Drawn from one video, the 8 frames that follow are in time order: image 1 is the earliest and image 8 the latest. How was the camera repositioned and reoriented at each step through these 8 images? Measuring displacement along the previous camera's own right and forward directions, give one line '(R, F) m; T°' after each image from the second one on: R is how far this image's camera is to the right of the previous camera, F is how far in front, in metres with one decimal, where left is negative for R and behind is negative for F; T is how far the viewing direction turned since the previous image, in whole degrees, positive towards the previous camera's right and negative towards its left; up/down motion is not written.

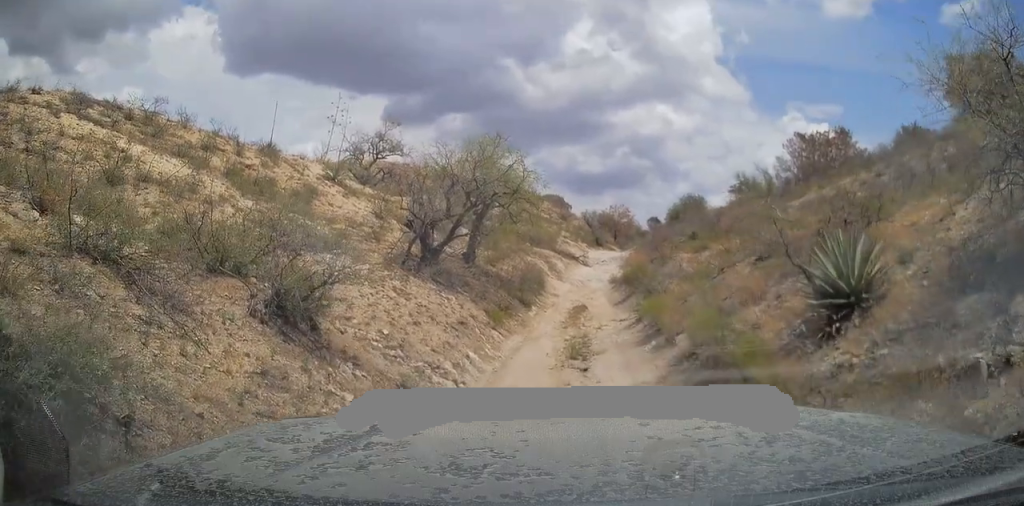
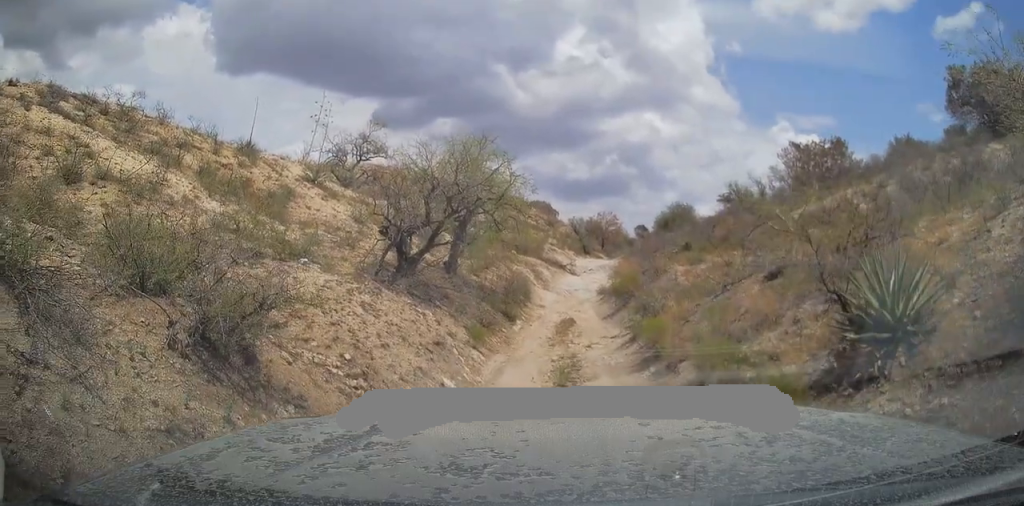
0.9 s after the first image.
(+0.1, +1.1) m; 0°
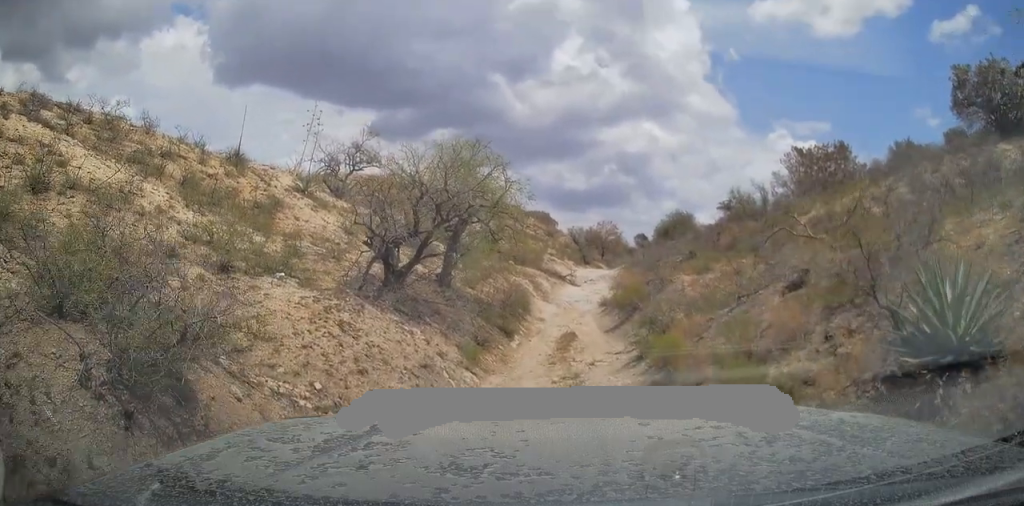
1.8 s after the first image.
(-0.1, +1.2) m; -6°
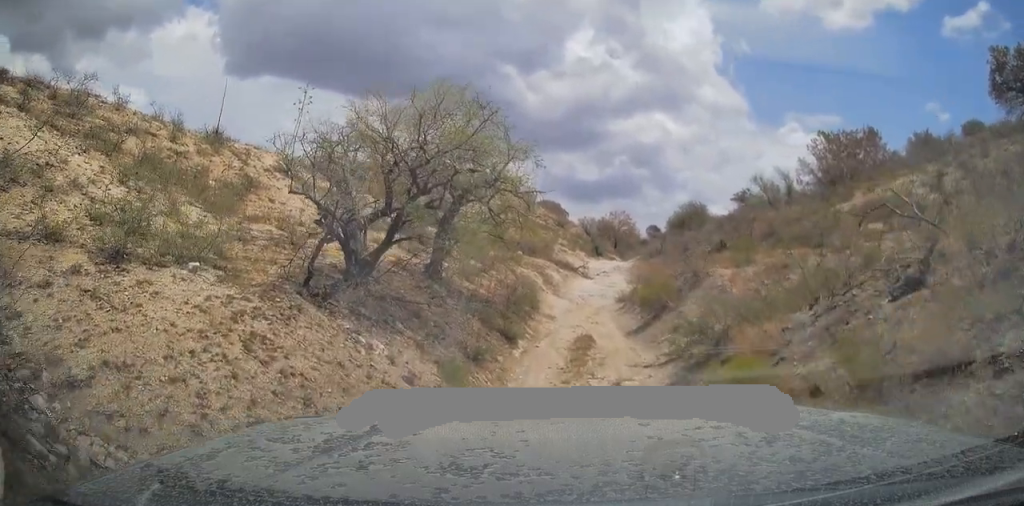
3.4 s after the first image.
(0.0, +2.6) m; +5°
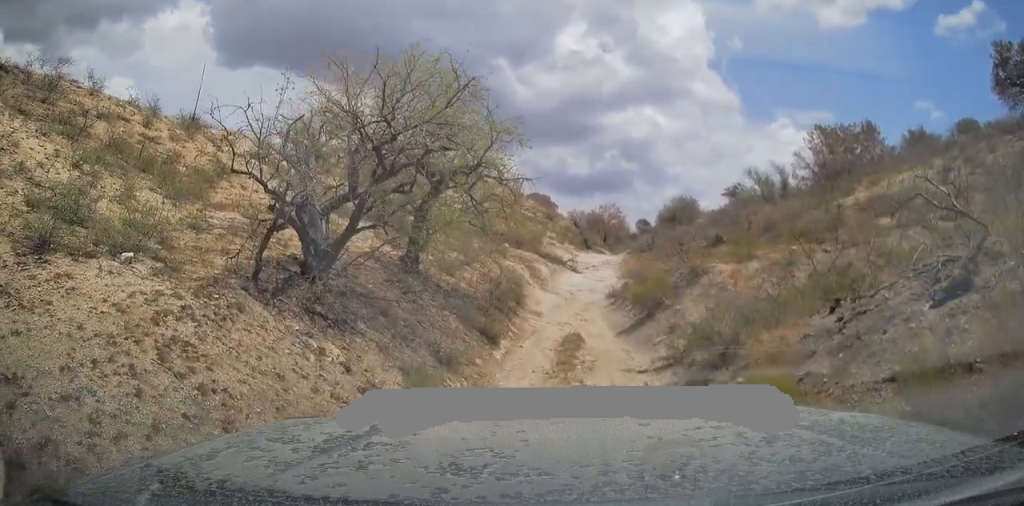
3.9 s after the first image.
(0.0, +1.0) m; +4°
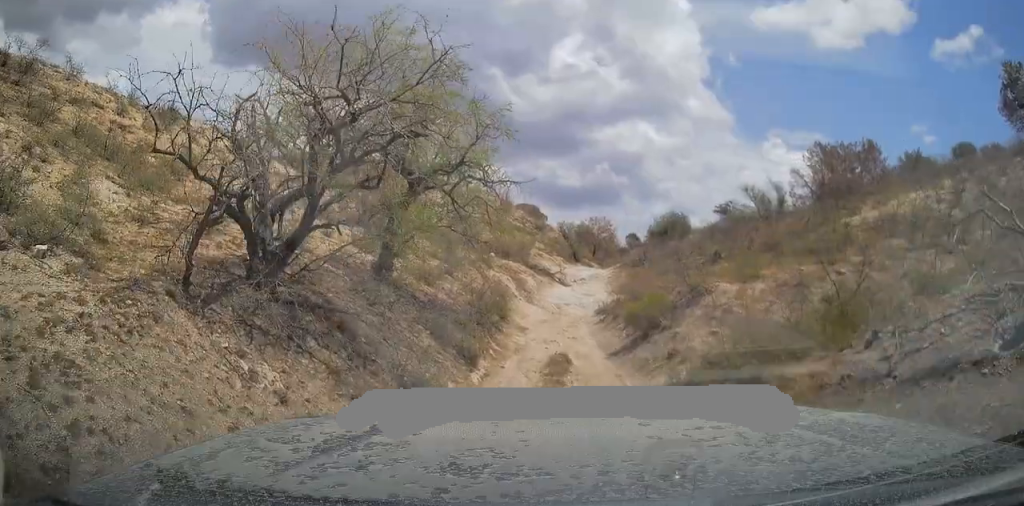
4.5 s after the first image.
(0.0, +1.1) m; +2°
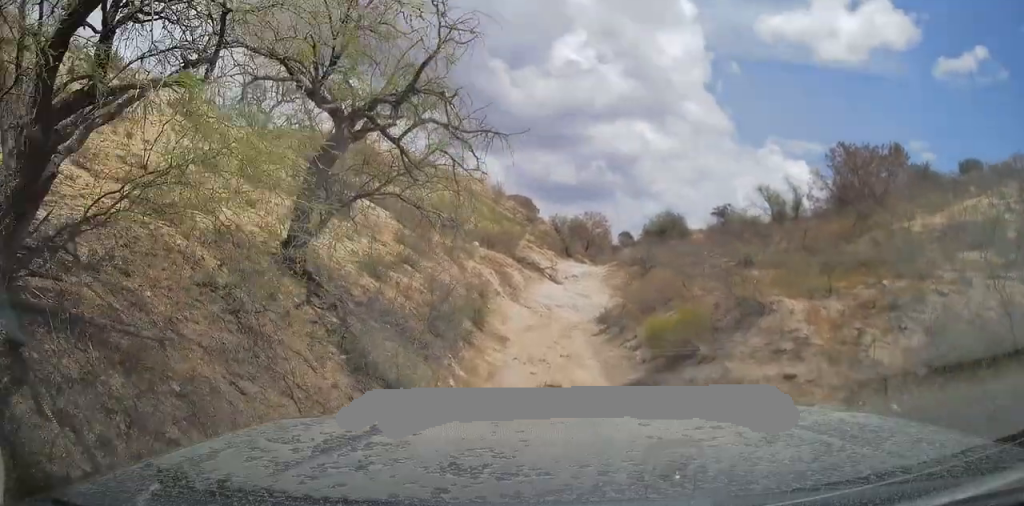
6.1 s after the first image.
(+0.1, +3.2) m; 0°
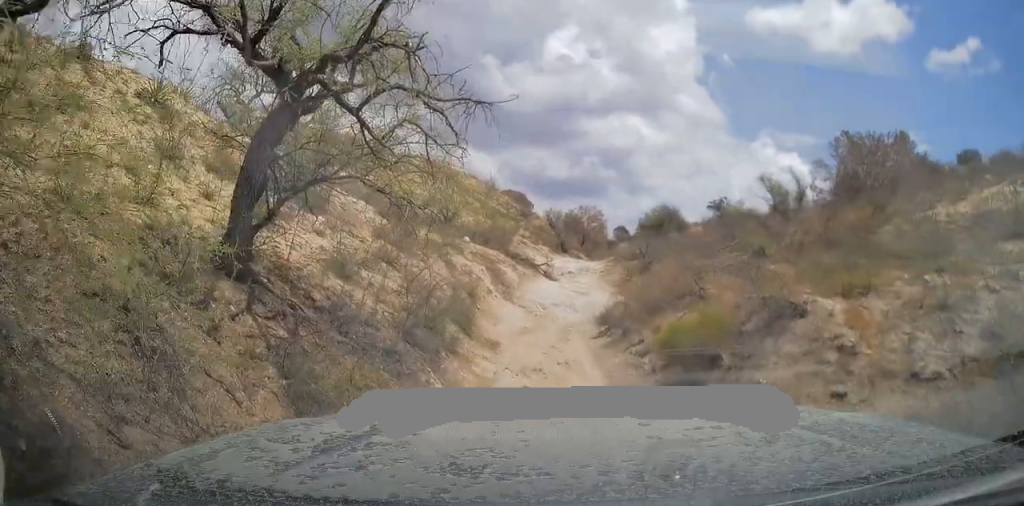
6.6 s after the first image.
(0.0, +1.1) m; -3°
